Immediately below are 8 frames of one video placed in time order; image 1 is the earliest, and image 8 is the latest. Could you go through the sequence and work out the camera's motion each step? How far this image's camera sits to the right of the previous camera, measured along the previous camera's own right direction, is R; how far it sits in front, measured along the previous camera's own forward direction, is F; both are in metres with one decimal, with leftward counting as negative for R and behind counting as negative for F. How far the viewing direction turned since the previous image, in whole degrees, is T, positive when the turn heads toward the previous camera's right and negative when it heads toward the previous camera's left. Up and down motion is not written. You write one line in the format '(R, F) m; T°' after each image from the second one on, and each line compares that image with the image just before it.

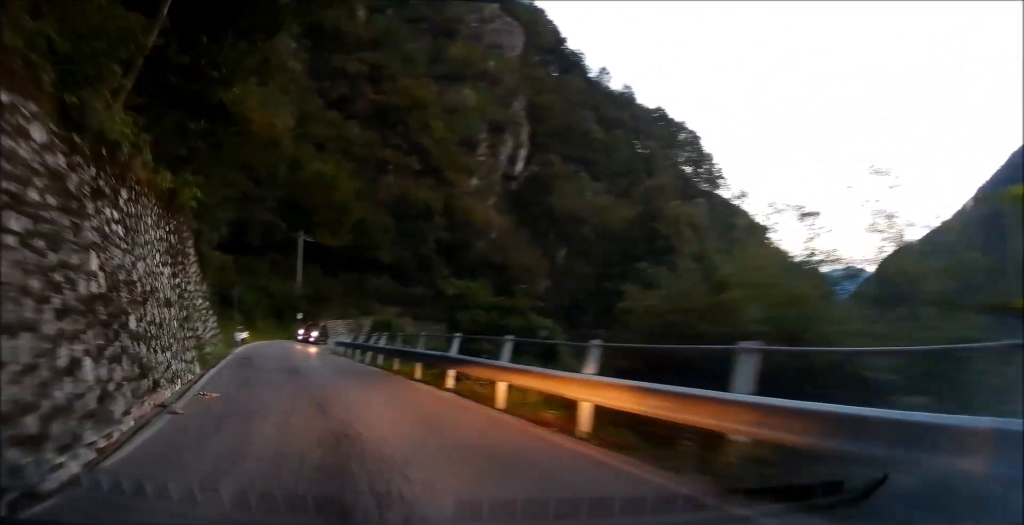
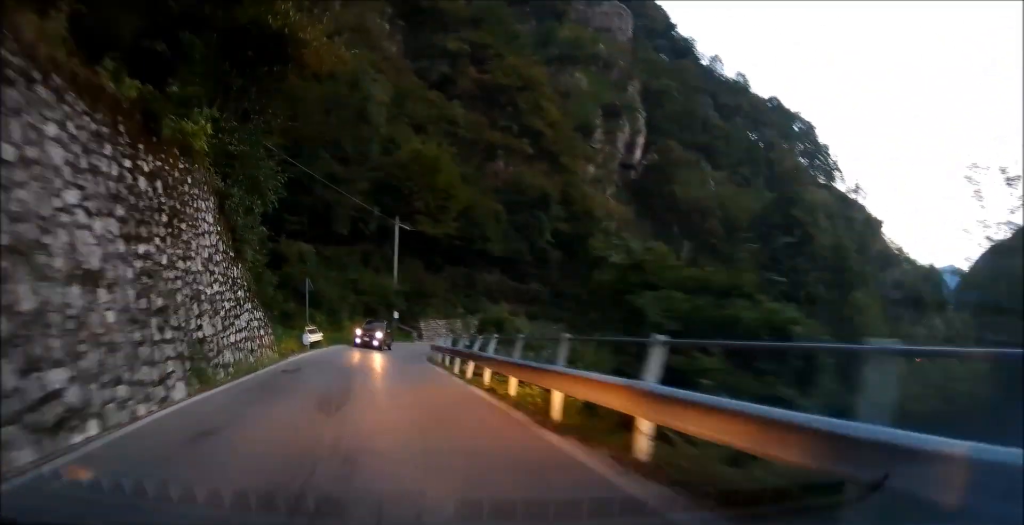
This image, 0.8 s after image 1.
(-1.2, +7.4) m; -8°
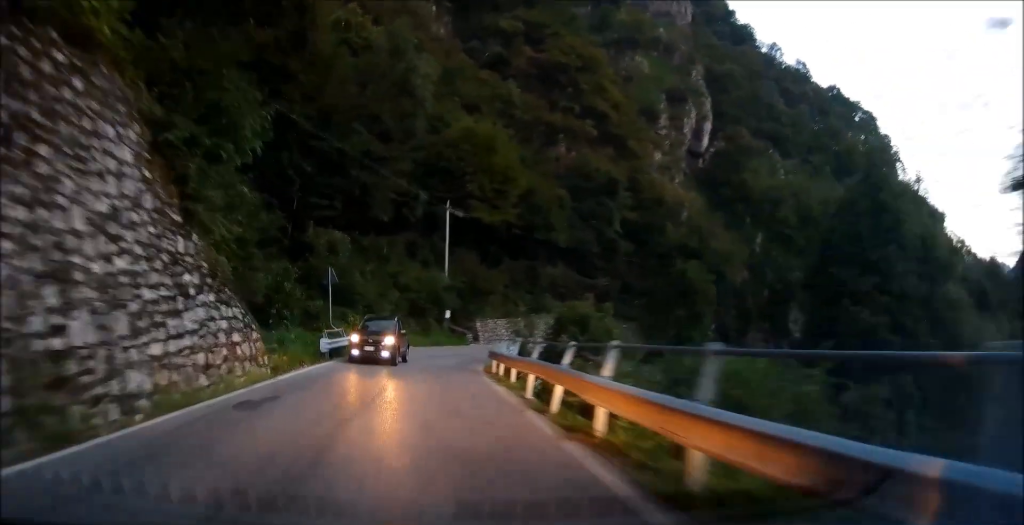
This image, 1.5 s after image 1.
(-0.3, +6.5) m; -5°
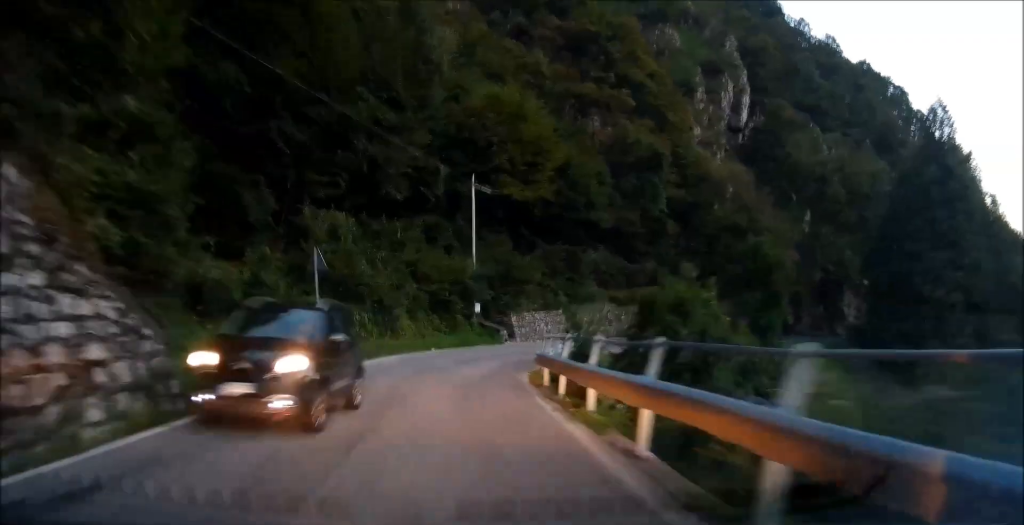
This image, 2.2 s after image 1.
(0.0, +6.1) m; -4°
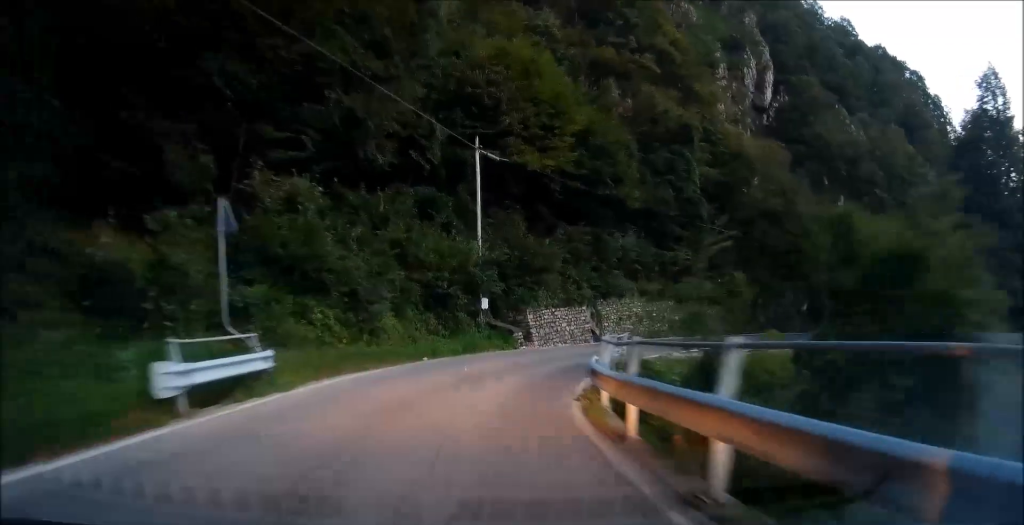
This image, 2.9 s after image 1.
(-0.5, +7.2) m; -4°
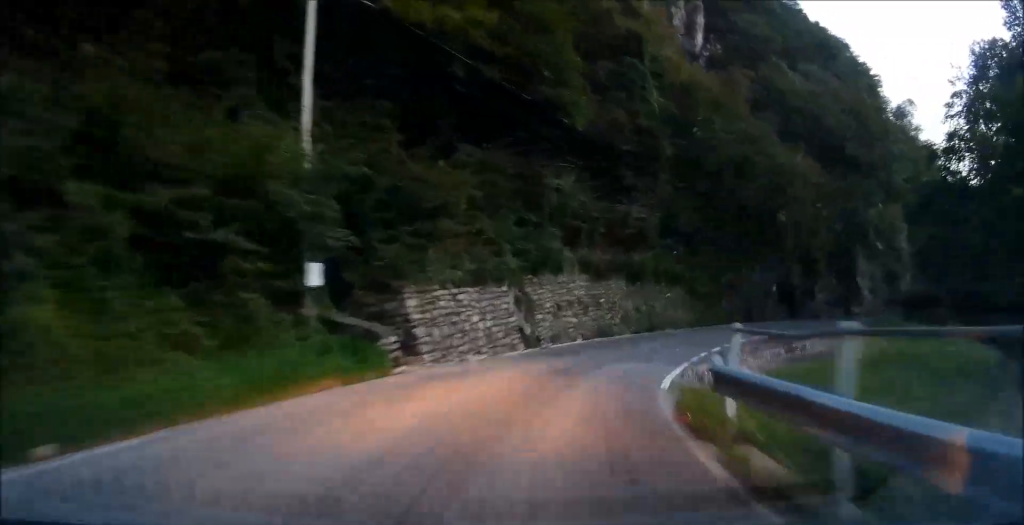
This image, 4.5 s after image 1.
(0.0, +16.3) m; +6°
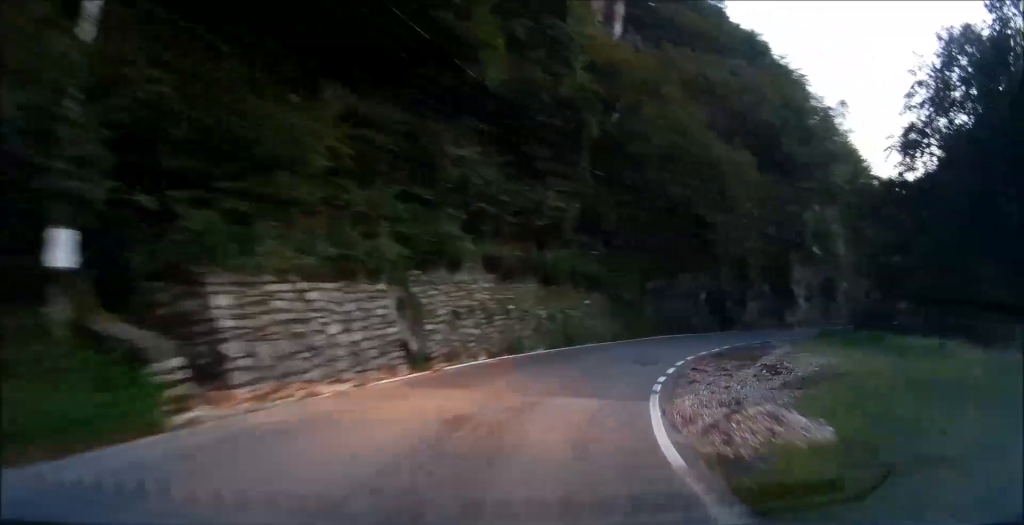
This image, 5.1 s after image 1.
(-0.2, +6.0) m; +7°
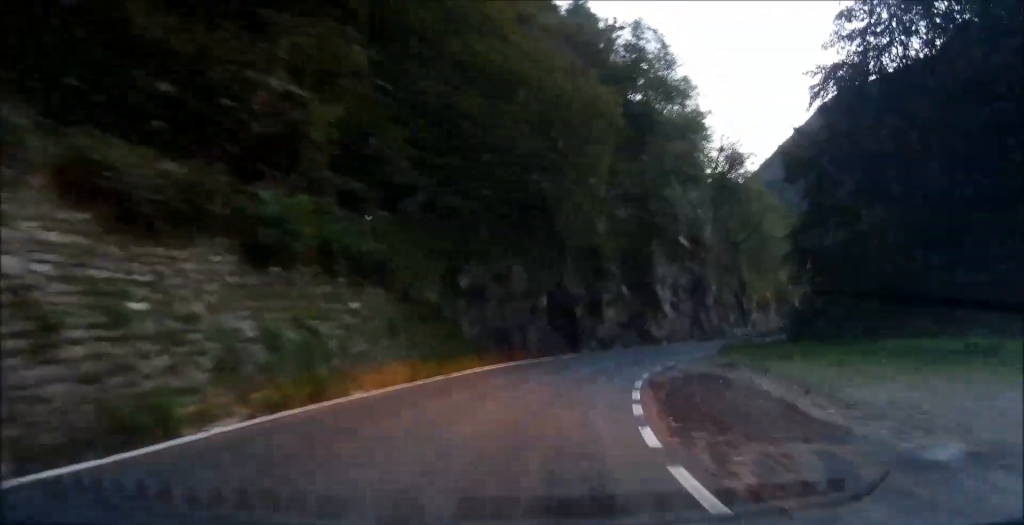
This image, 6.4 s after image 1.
(+2.8, +15.1) m; +17°
